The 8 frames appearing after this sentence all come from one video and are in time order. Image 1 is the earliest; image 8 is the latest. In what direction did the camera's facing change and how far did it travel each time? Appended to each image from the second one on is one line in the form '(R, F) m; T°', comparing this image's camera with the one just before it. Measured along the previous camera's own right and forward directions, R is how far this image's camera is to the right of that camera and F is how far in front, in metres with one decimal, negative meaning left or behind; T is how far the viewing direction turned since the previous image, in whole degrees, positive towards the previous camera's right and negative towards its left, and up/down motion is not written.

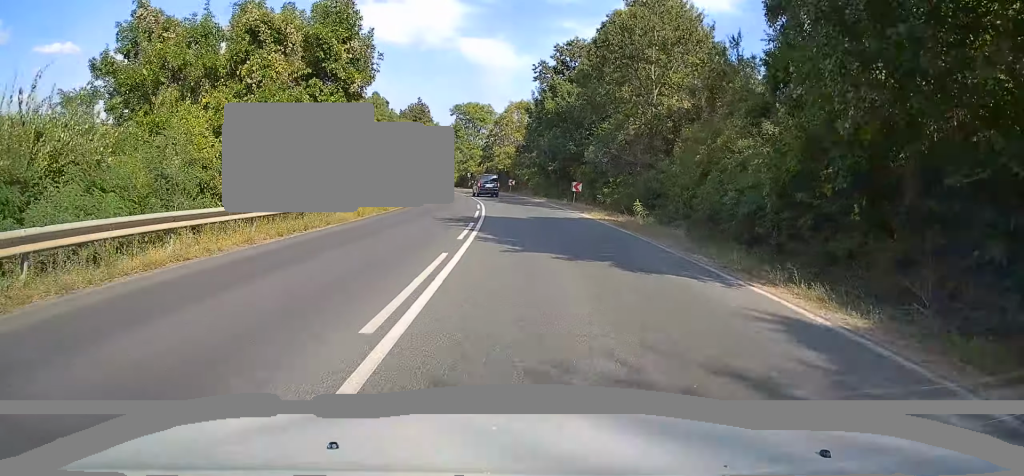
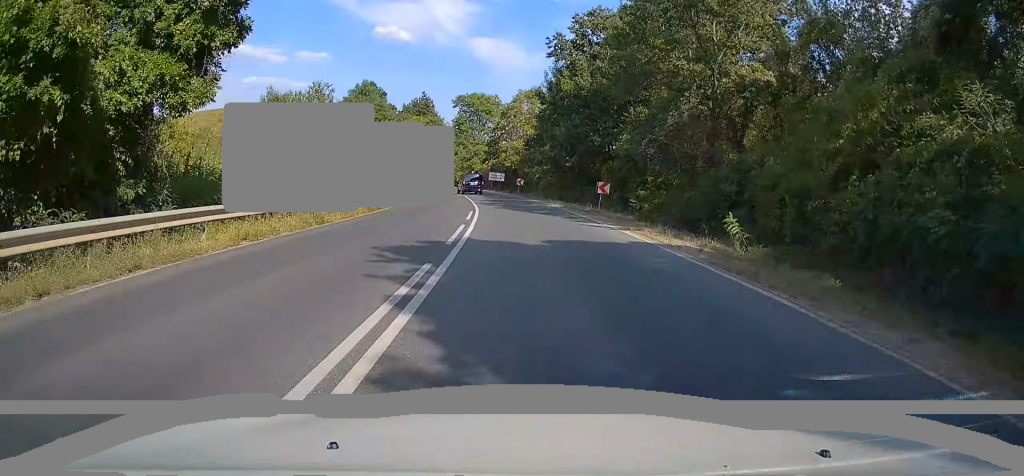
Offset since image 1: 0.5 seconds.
(-0.3, +10.7) m; -1°
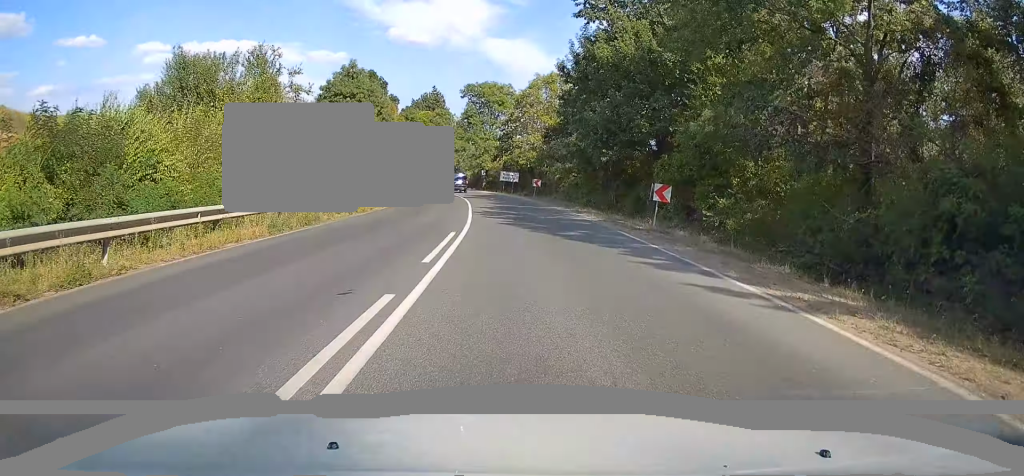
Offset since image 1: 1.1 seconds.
(-0.1, +11.8) m; -1°
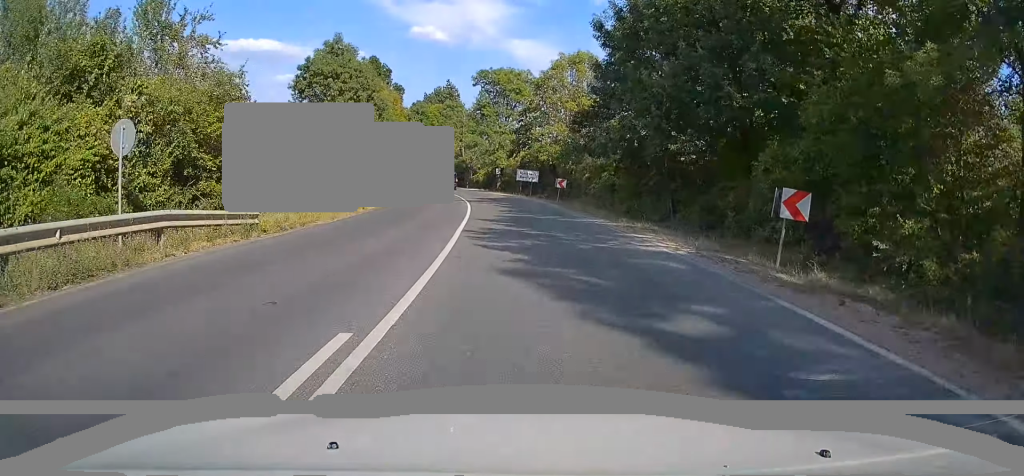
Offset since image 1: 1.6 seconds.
(+0.1, +10.9) m; -1°
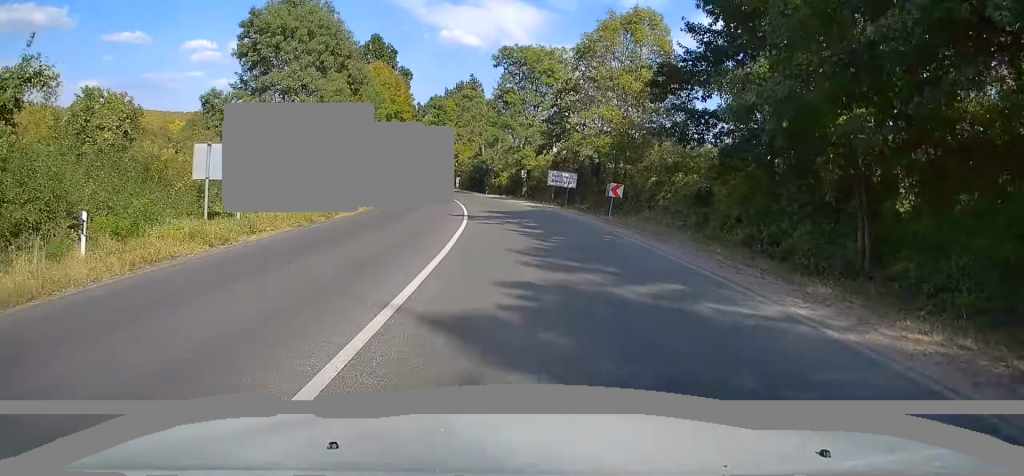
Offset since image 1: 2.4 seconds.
(-0.3, +15.1) m; -2°
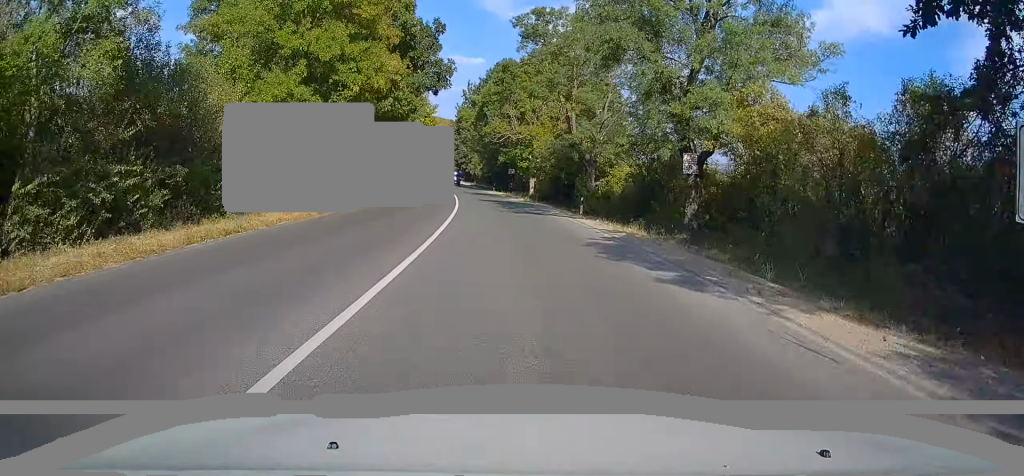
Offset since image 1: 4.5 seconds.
(-2.8, +39.1) m; -8°
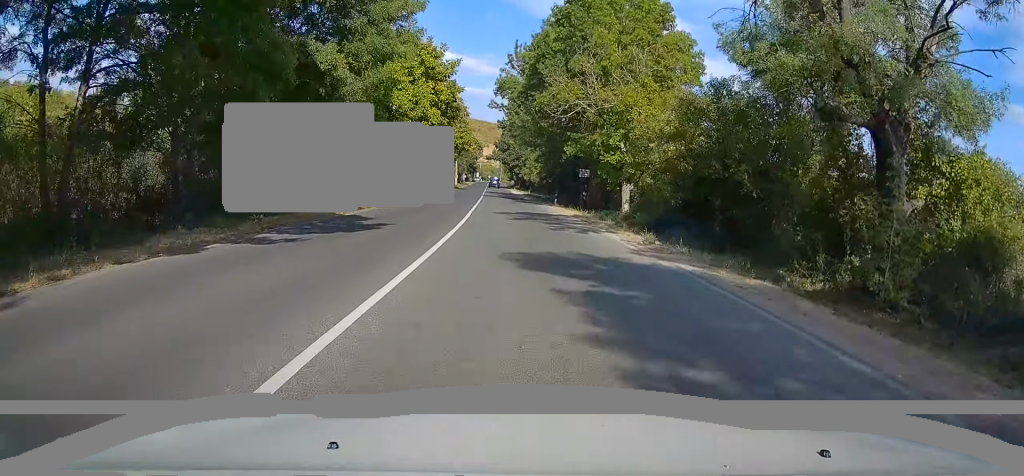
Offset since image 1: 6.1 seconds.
(-1.2, +28.6) m; -5°
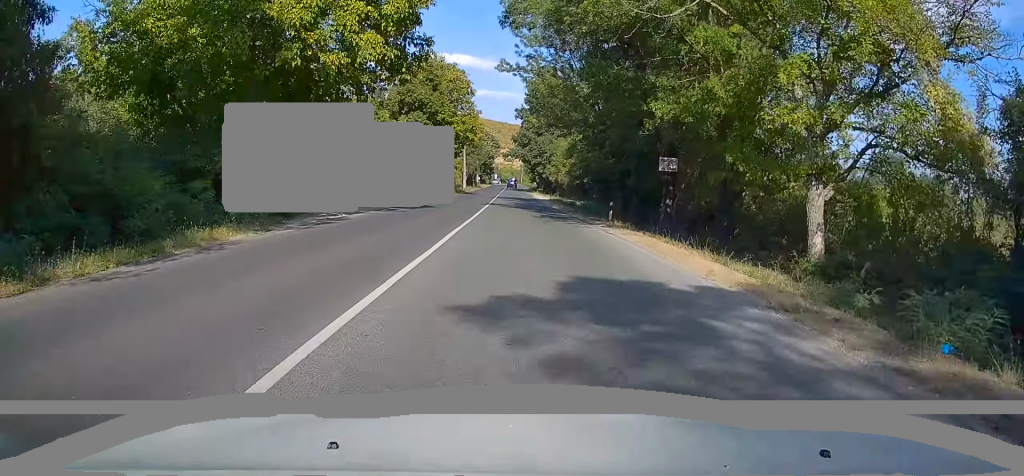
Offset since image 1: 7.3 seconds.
(-0.7, +20.9) m; -3°
